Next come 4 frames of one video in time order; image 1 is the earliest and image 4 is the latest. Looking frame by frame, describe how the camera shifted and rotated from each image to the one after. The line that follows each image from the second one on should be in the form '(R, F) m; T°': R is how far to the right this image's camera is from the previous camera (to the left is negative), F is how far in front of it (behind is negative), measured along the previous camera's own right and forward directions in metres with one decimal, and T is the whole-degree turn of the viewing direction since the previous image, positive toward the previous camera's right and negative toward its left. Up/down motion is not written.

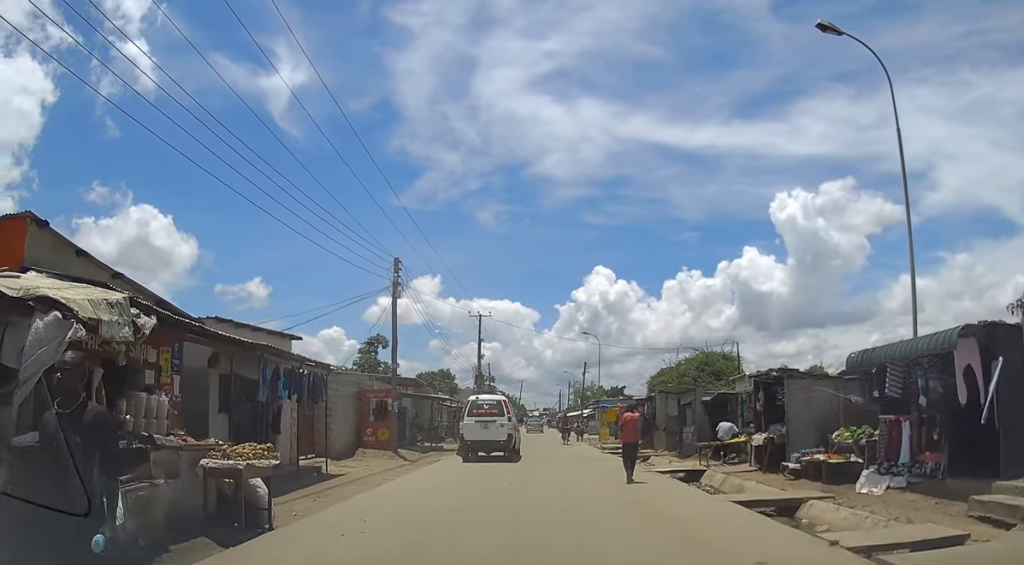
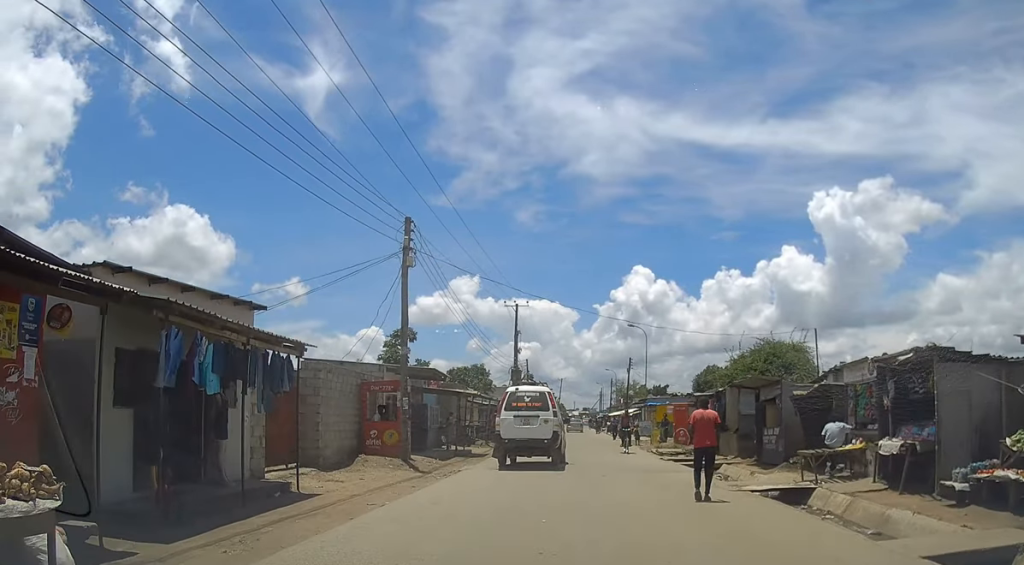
(0.0, +5.2) m; -1°
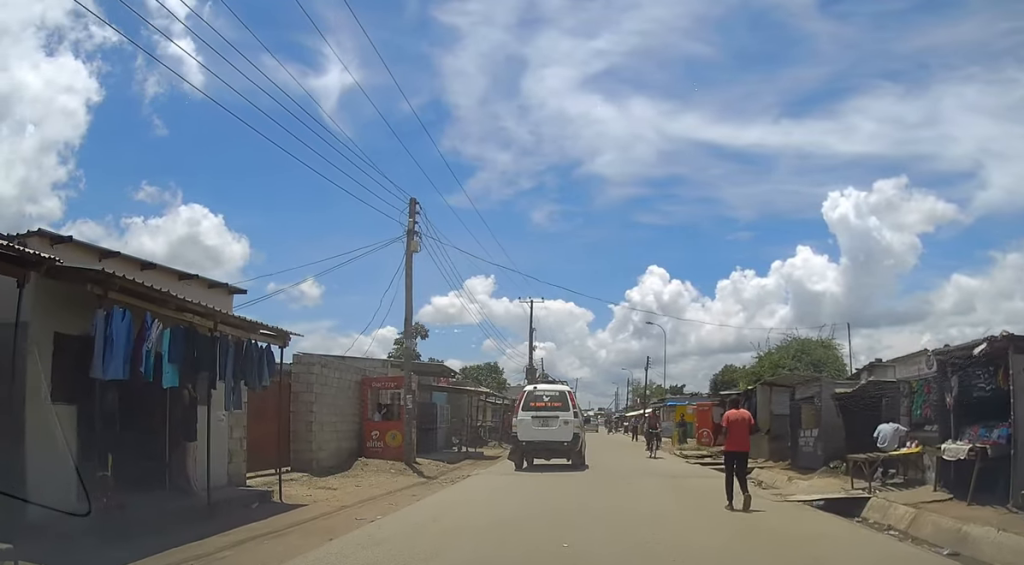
(0.0, +1.8) m; -1°
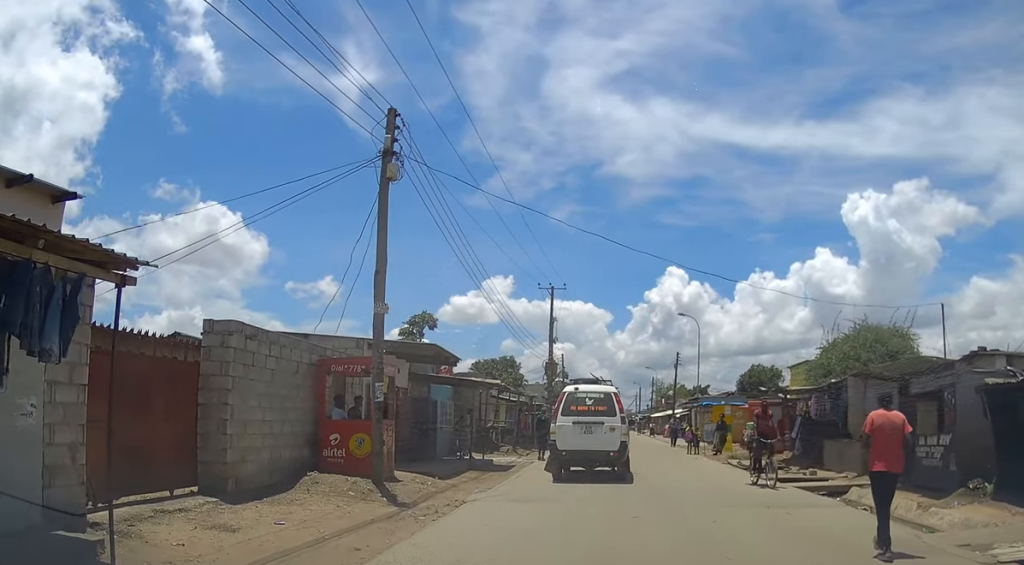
(-0.2, +5.6) m; -1°
